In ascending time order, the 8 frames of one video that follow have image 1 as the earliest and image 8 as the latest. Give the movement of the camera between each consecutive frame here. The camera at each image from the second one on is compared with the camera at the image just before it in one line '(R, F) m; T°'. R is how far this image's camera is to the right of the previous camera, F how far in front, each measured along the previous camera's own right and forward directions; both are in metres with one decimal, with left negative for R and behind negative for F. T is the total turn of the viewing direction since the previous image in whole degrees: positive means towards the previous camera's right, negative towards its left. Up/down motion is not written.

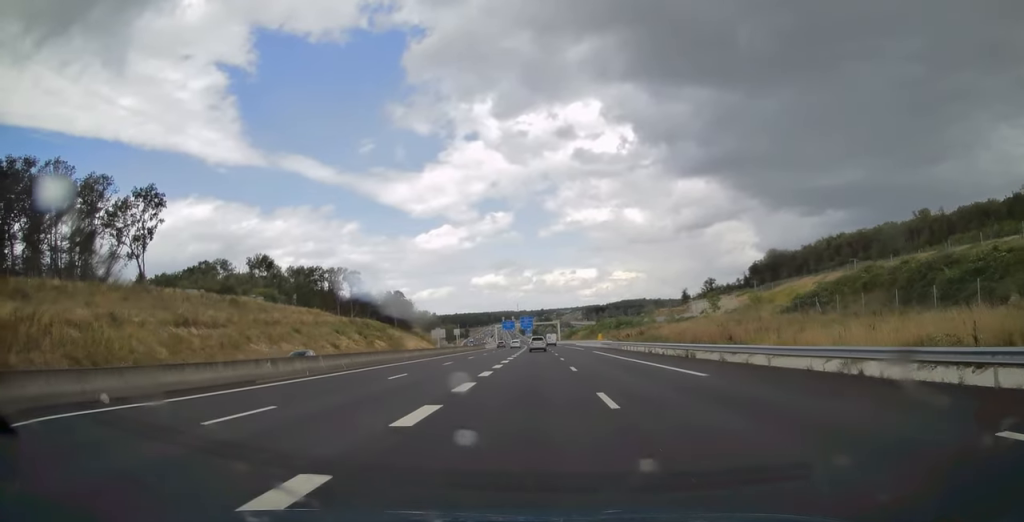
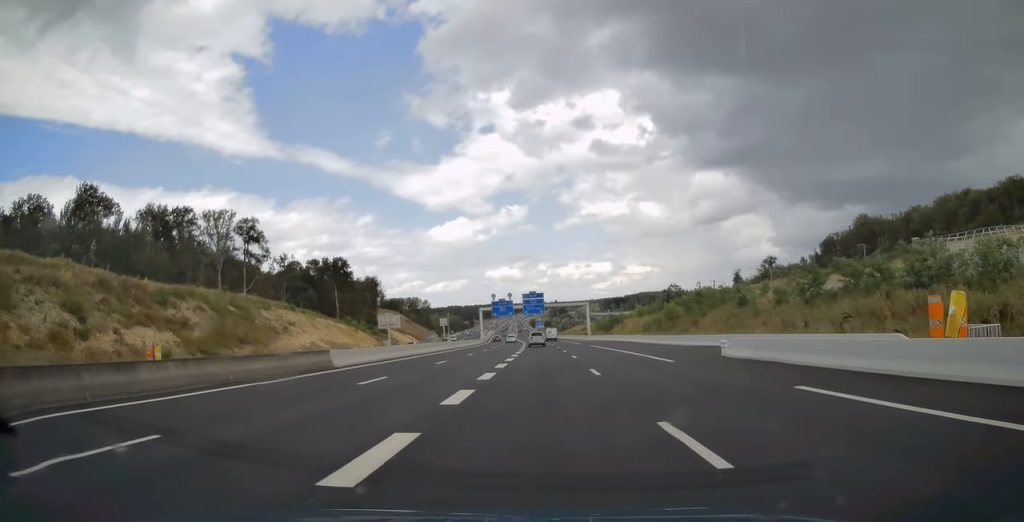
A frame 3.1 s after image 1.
(-1.4, +101.8) m; -1°
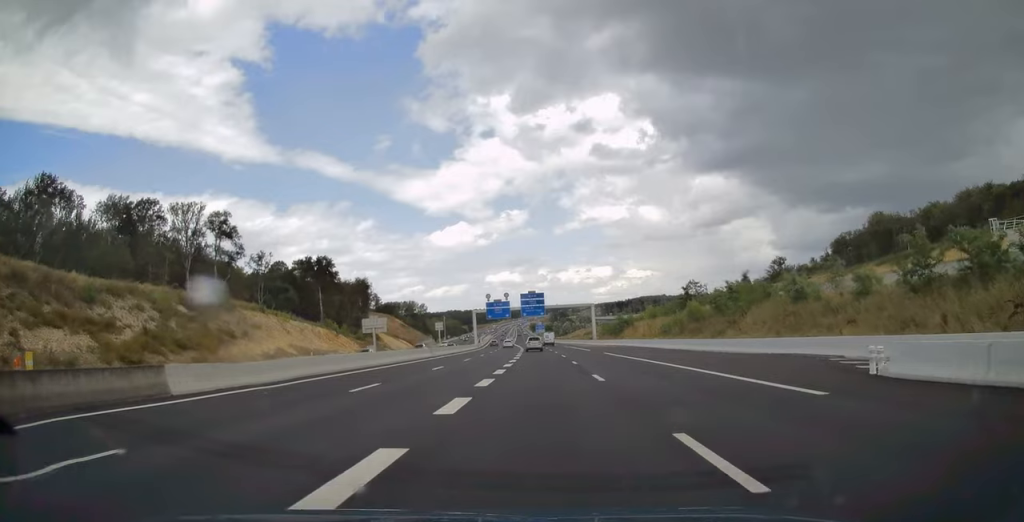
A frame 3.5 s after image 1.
(0.0, +14.9) m; 0°
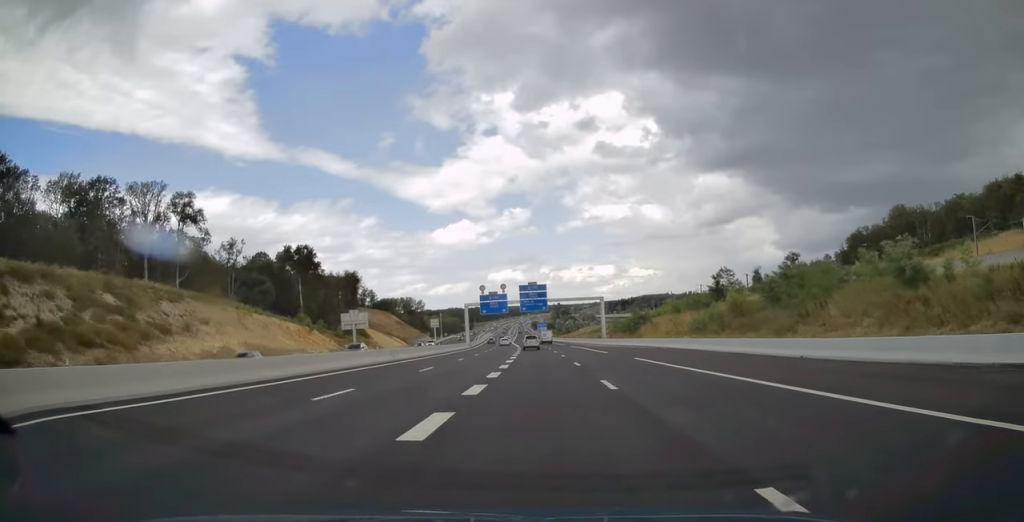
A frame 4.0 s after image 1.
(0.0, +17.1) m; 0°
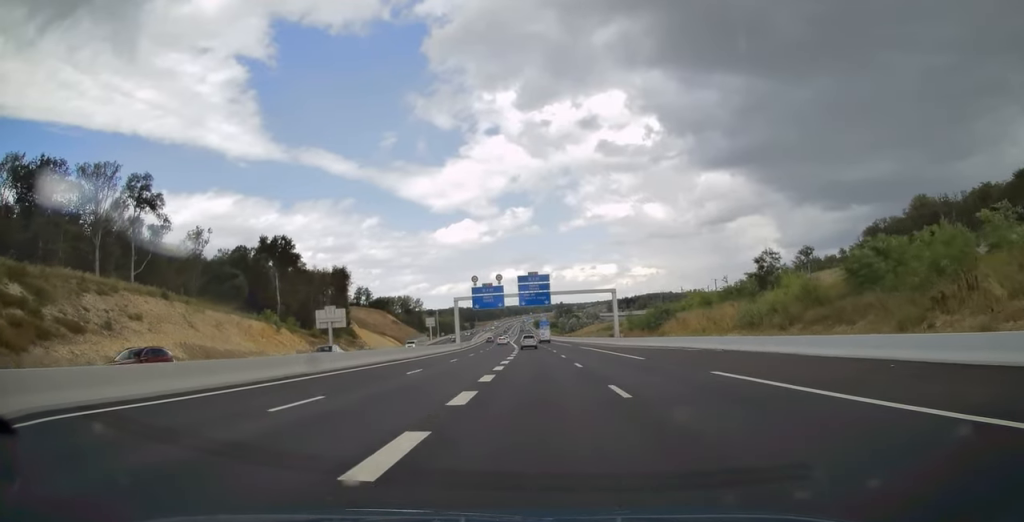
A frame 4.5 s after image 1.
(0.0, +16.4) m; 0°
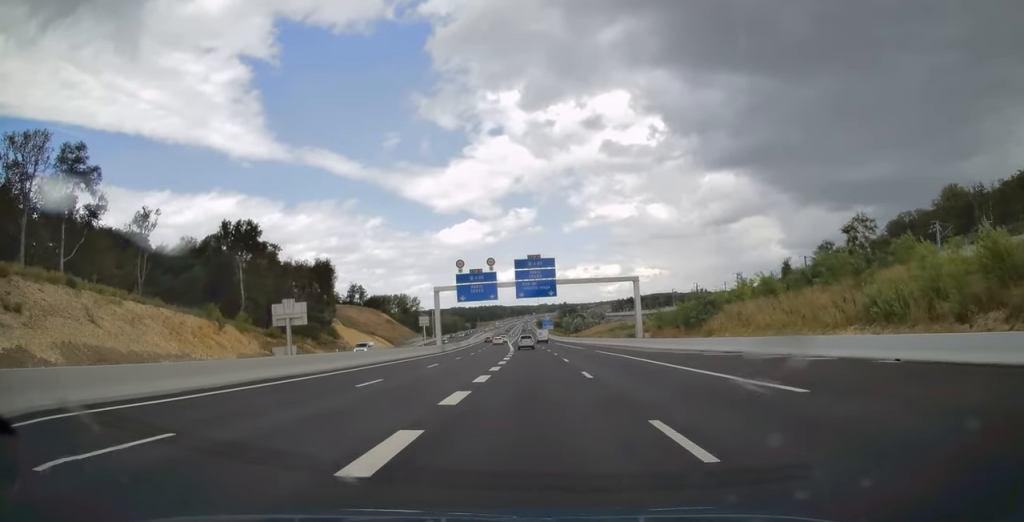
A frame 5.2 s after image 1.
(-0.1, +20.2) m; 0°
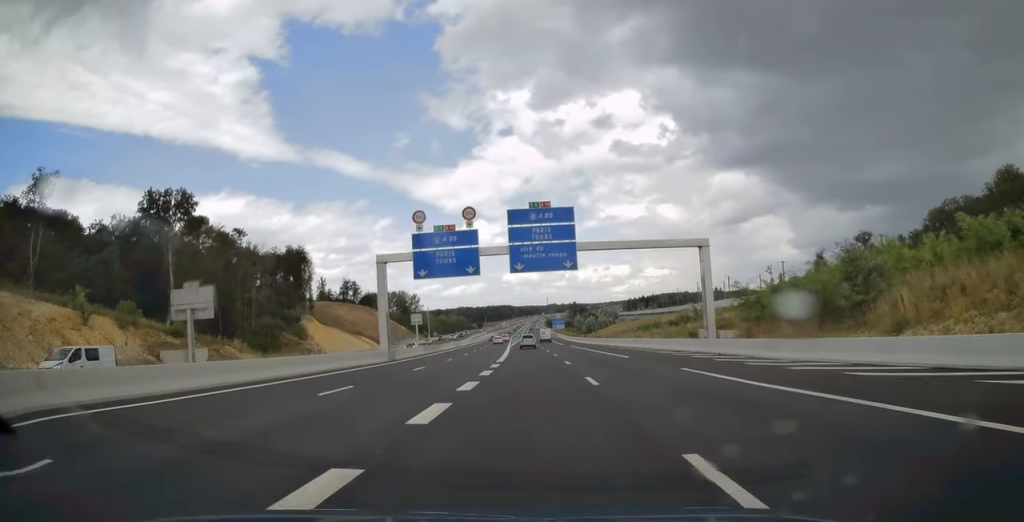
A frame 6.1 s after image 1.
(-0.1, +29.6) m; -1°
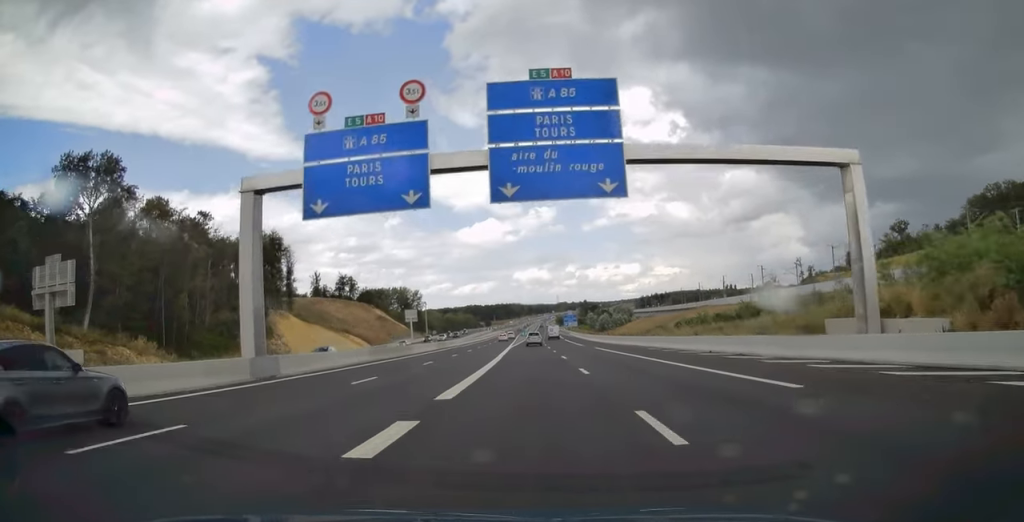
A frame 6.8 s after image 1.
(-0.1, +22.8) m; -1°
